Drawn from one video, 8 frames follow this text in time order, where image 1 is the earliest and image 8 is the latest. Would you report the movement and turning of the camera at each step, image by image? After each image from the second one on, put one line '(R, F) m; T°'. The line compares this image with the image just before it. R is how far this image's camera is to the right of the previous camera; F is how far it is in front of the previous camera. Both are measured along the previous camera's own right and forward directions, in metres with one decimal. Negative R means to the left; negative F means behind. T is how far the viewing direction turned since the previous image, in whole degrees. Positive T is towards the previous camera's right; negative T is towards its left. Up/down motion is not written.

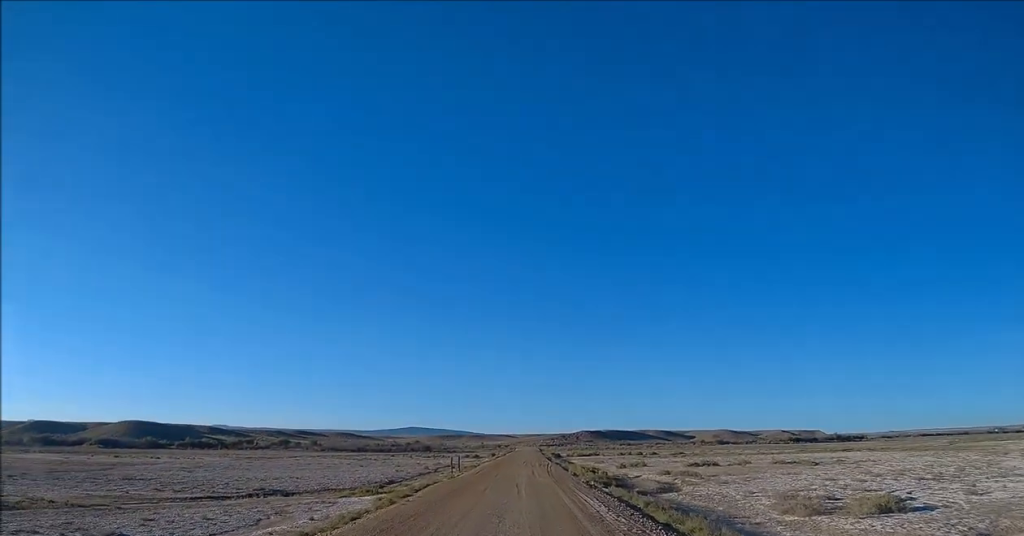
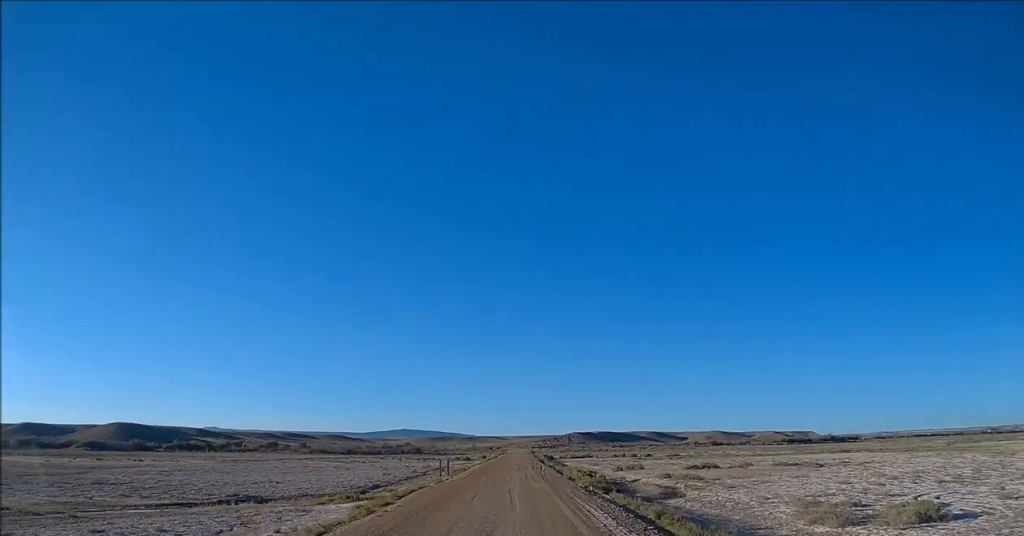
(0.0, +4.0) m; 0°
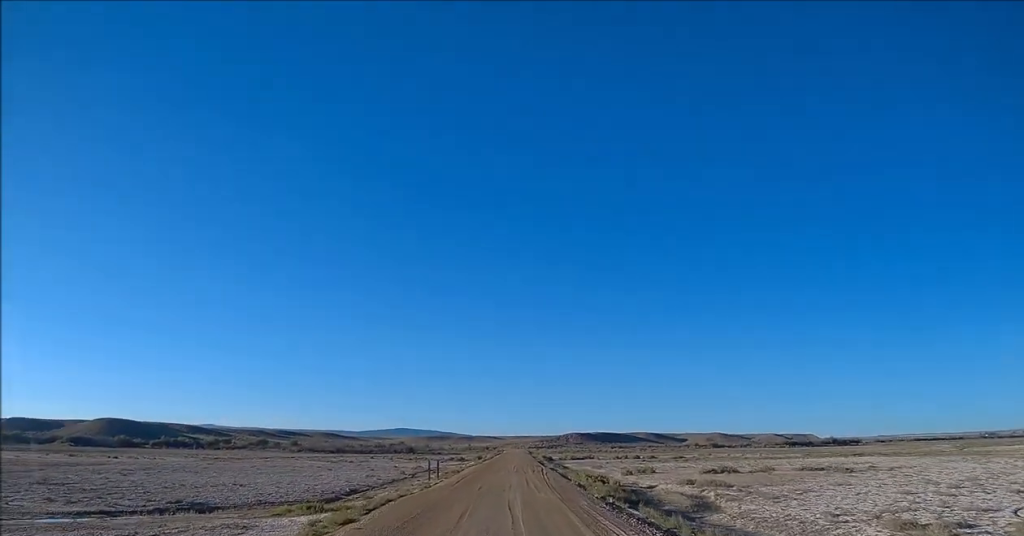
(0.0, +9.2) m; 0°
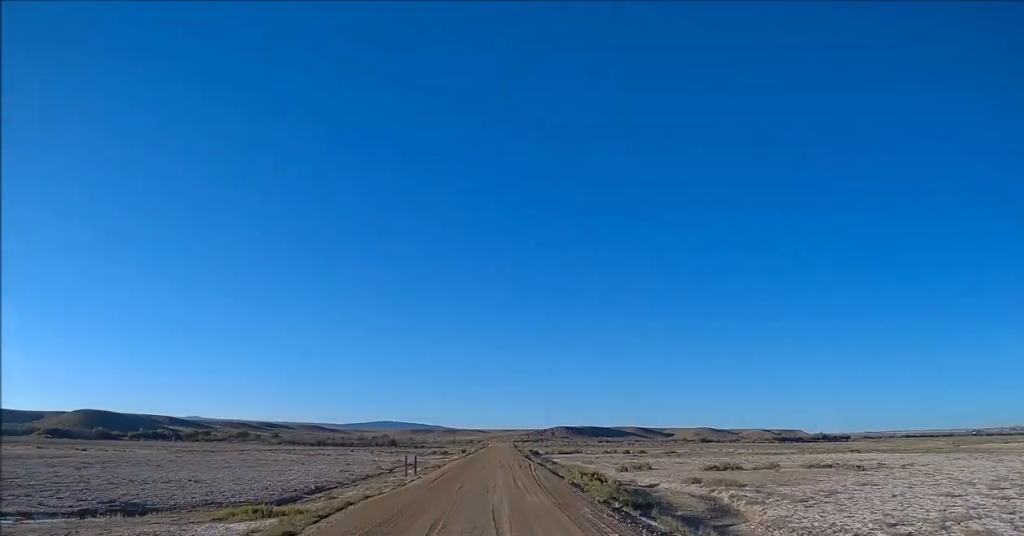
(0.0, +6.5) m; +2°
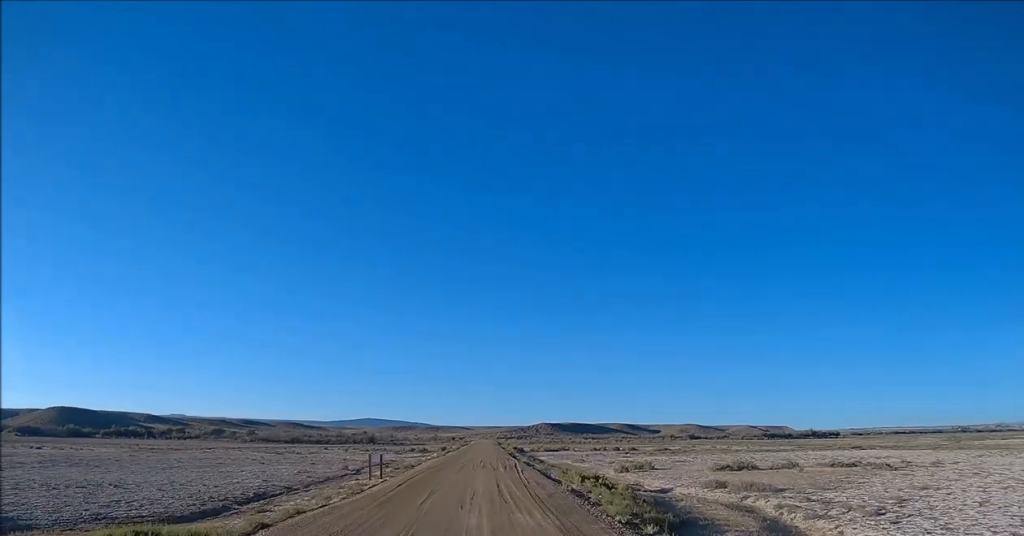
(+0.4, +9.9) m; +4°
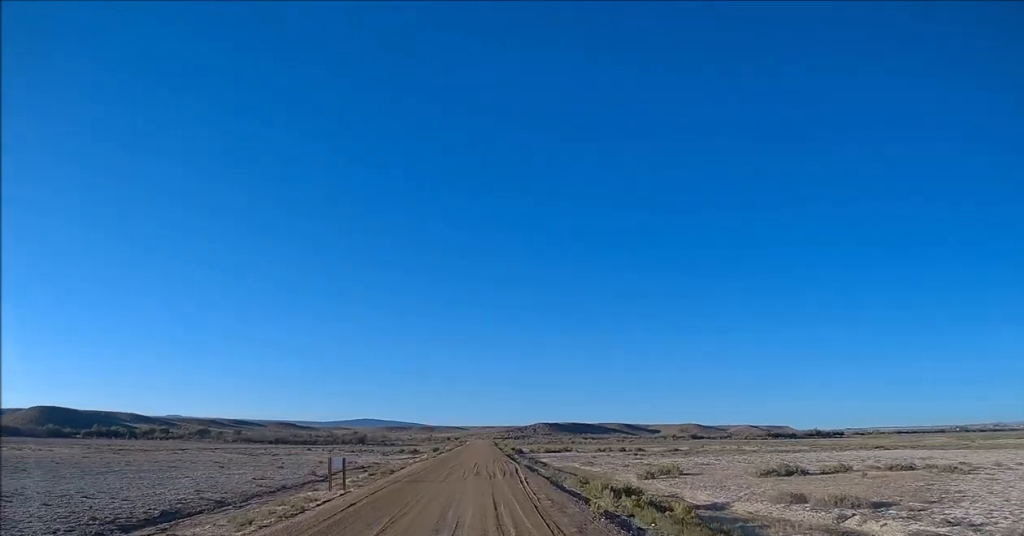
(+0.3, +12.2) m; +1°
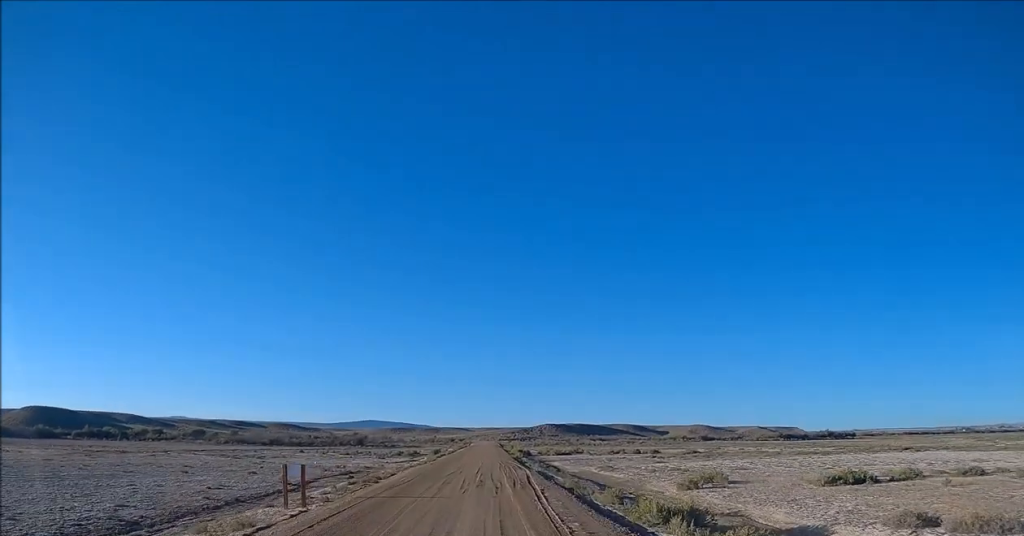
(0.0, +10.3) m; 0°
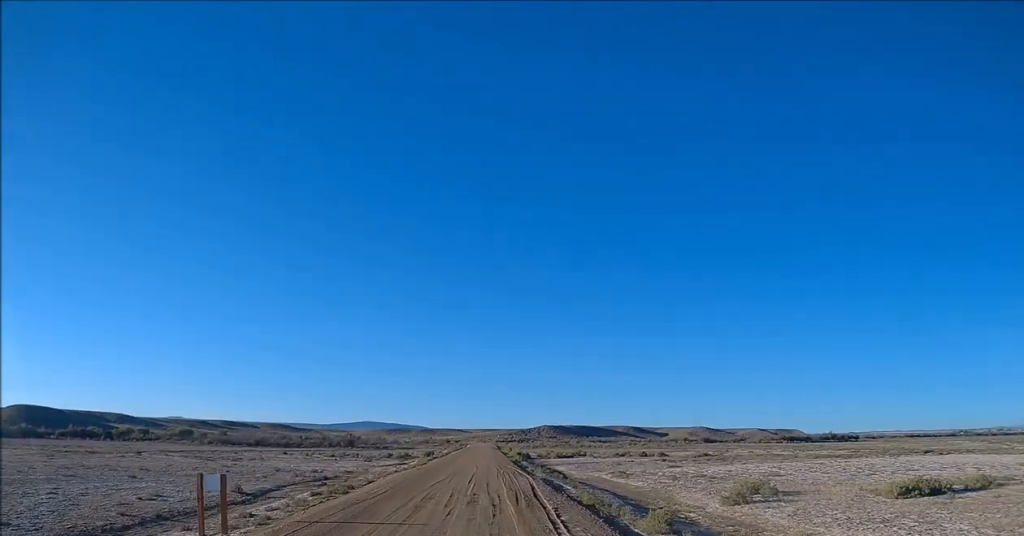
(0.0, +9.3) m; 0°
